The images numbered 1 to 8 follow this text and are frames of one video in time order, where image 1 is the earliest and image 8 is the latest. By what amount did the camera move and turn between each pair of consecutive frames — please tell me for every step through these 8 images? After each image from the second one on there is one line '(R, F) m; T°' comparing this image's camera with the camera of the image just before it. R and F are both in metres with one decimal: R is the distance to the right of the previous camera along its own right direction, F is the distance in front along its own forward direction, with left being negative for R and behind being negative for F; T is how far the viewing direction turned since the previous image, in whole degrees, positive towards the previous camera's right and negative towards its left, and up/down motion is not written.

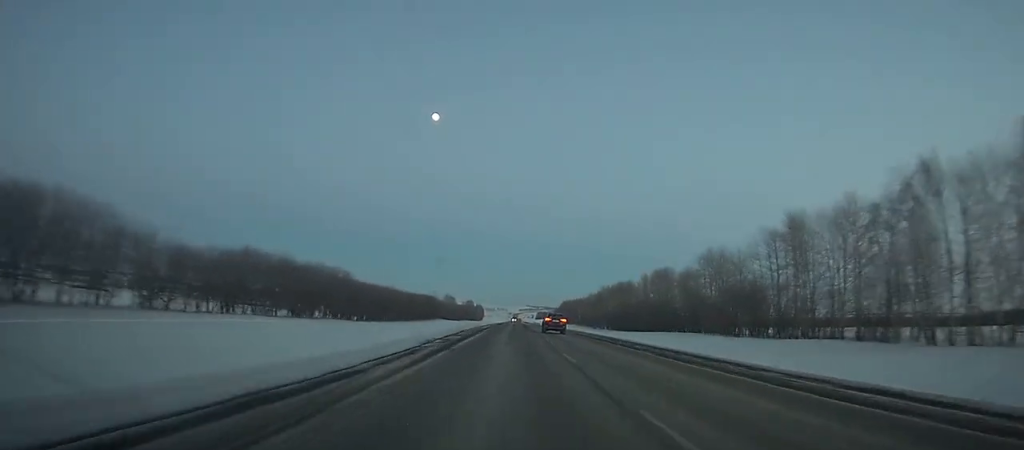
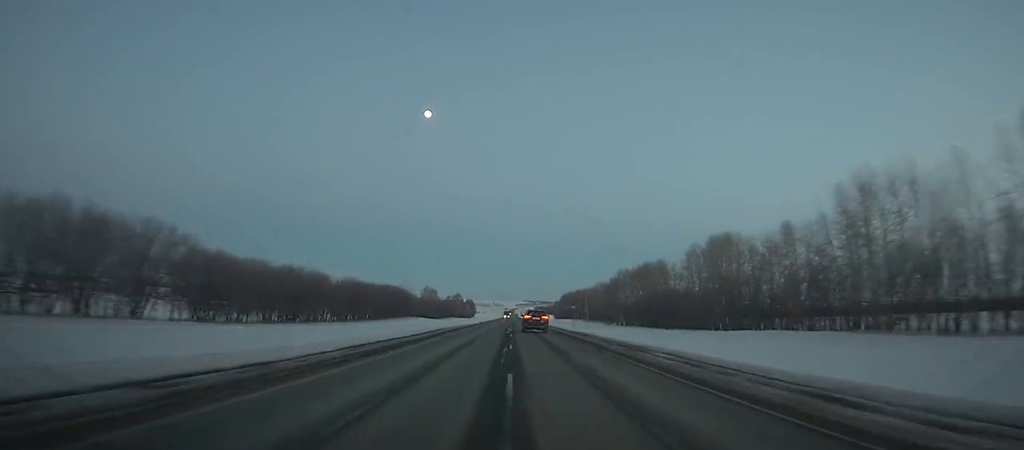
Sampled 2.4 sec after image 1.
(+0.6, +65.9) m; 0°
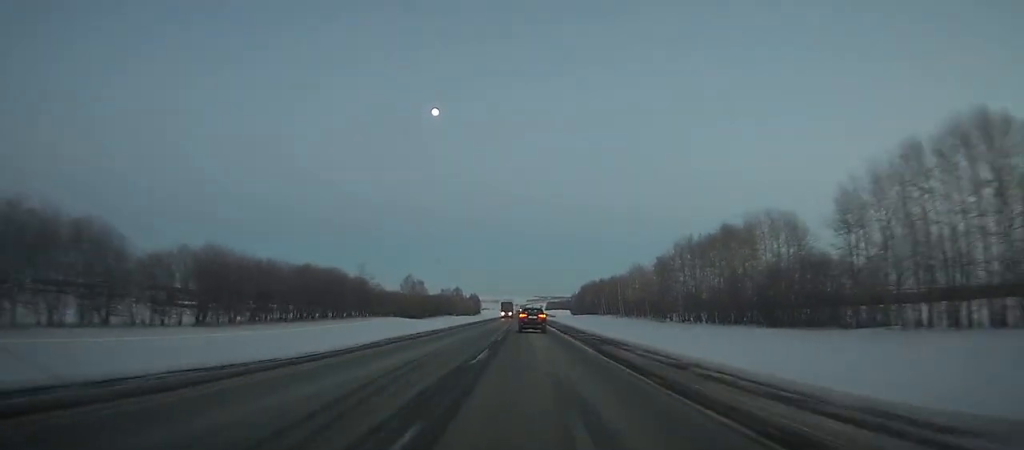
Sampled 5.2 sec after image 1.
(-0.5, +76.8) m; -1°
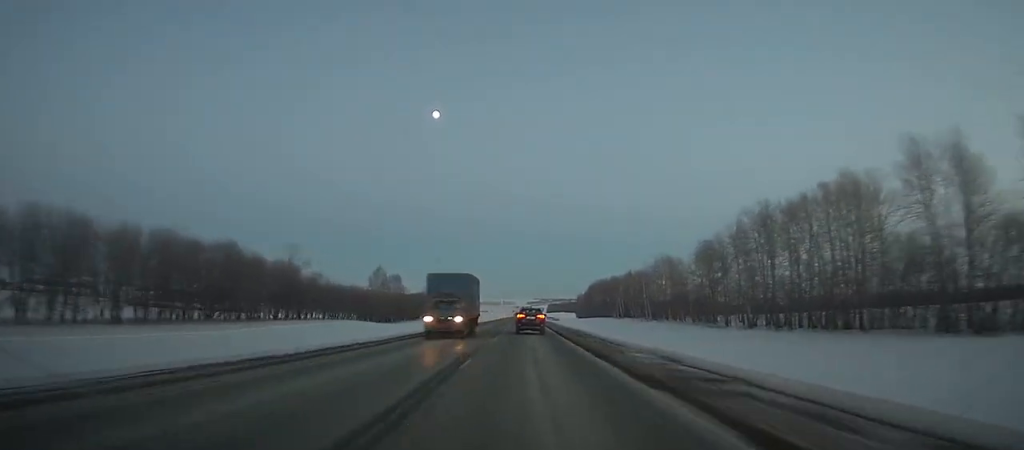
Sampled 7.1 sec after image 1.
(-0.2, +51.5) m; 0°
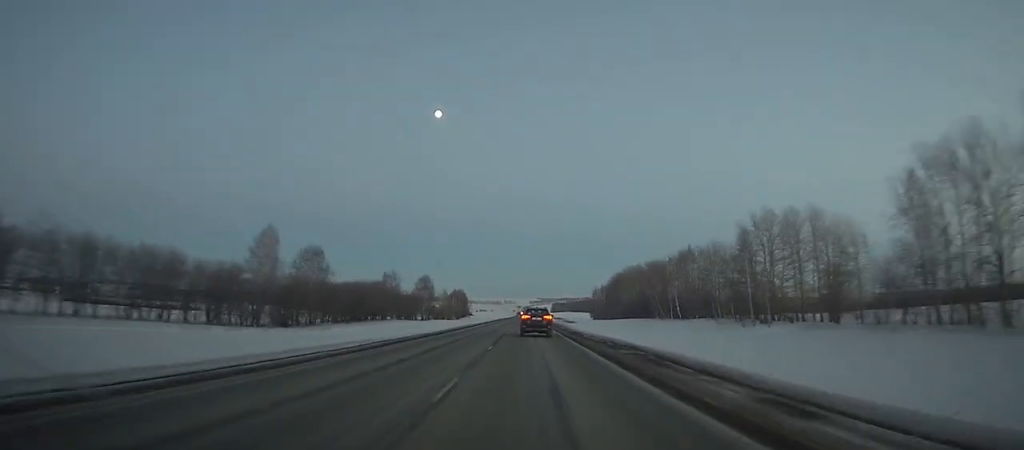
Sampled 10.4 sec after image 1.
(-0.5, +88.2) m; 0°
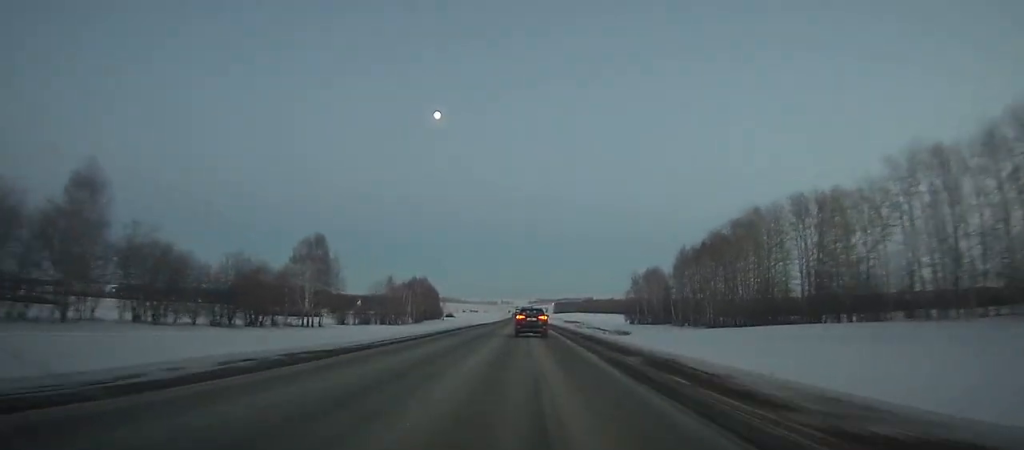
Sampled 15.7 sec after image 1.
(+0.4, +138.4) m; 0°
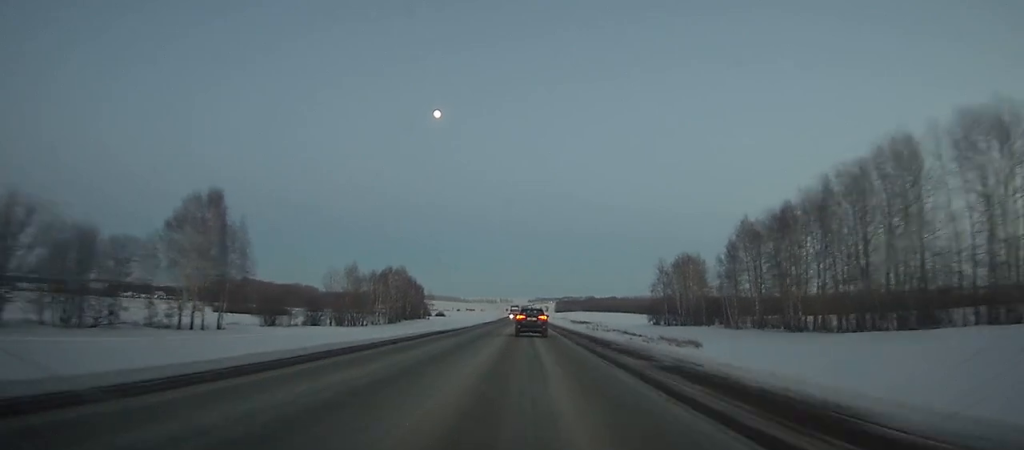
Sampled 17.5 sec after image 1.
(-0.1, +46.5) m; 0°
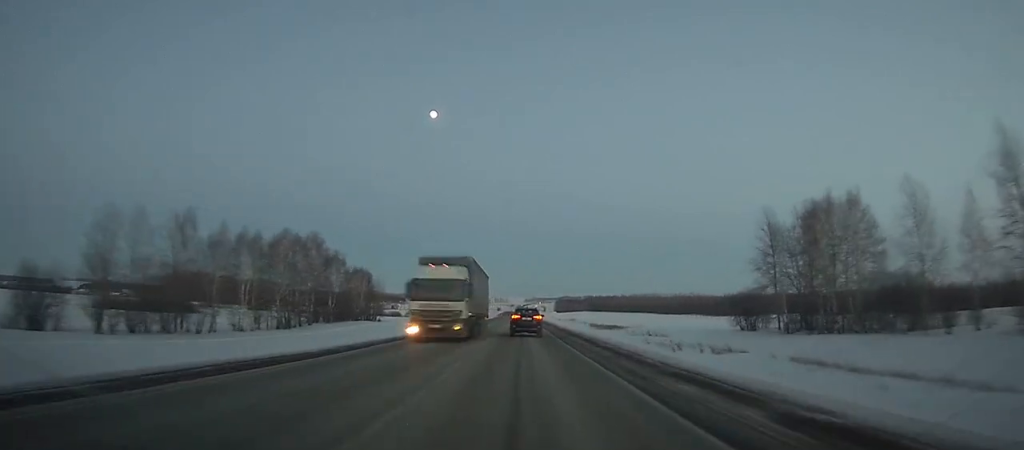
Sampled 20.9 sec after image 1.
(+0.1, +87.5) m; 0°
